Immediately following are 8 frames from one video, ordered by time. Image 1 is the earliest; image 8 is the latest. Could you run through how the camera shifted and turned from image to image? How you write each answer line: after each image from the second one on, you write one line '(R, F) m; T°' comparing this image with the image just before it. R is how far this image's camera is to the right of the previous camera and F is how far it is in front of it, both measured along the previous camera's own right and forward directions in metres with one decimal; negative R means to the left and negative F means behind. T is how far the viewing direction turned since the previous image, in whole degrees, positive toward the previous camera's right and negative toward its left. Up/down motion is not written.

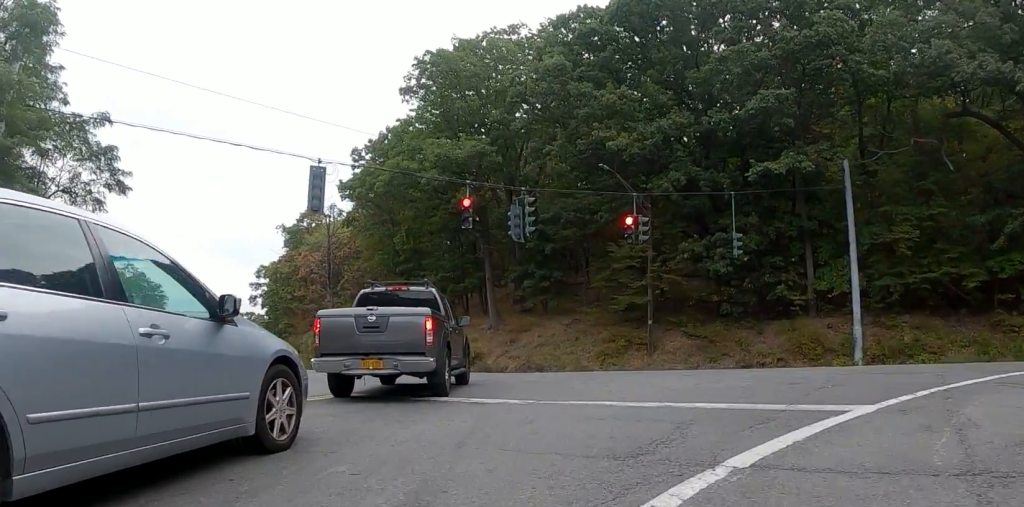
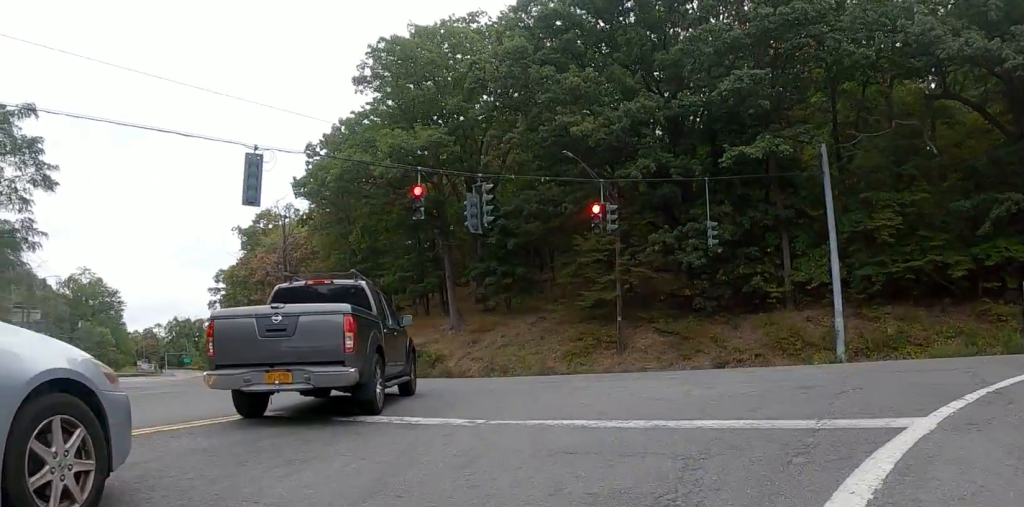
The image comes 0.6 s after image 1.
(+0.1, +1.7) m; +3°
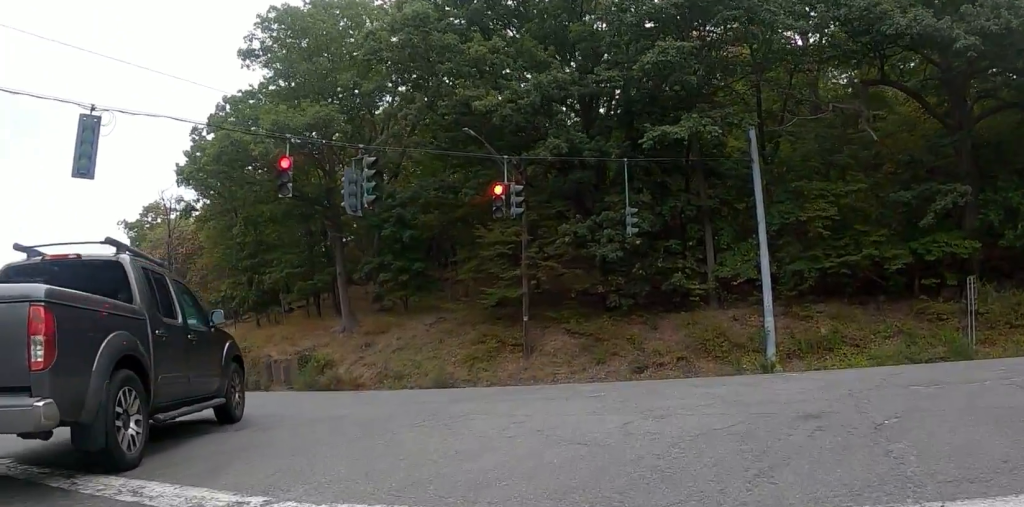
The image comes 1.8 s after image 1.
(+0.1, +3.1) m; +1°
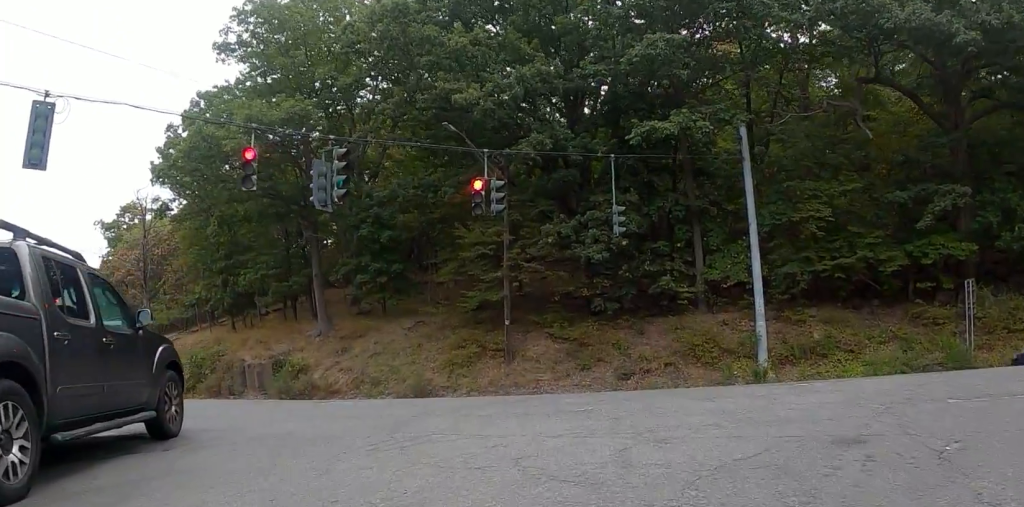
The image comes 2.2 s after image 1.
(0.0, +1.2) m; 0°
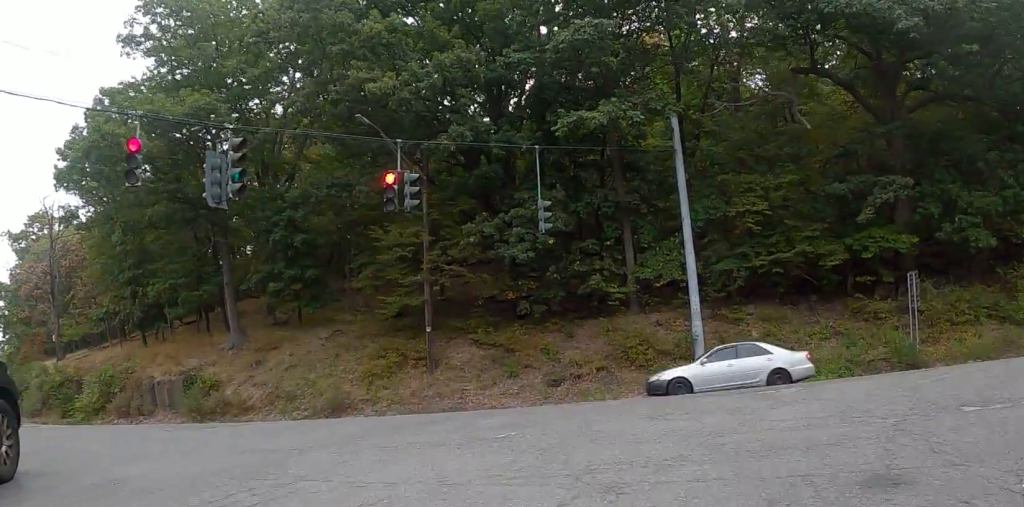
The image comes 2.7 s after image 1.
(0.0, +1.4) m; 0°
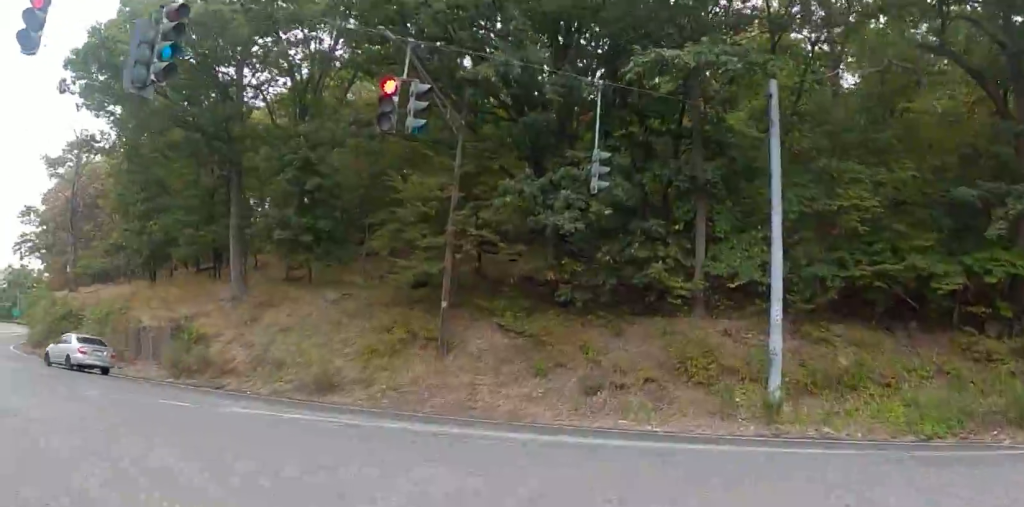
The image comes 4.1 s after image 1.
(0.0, +4.1) m; -3°
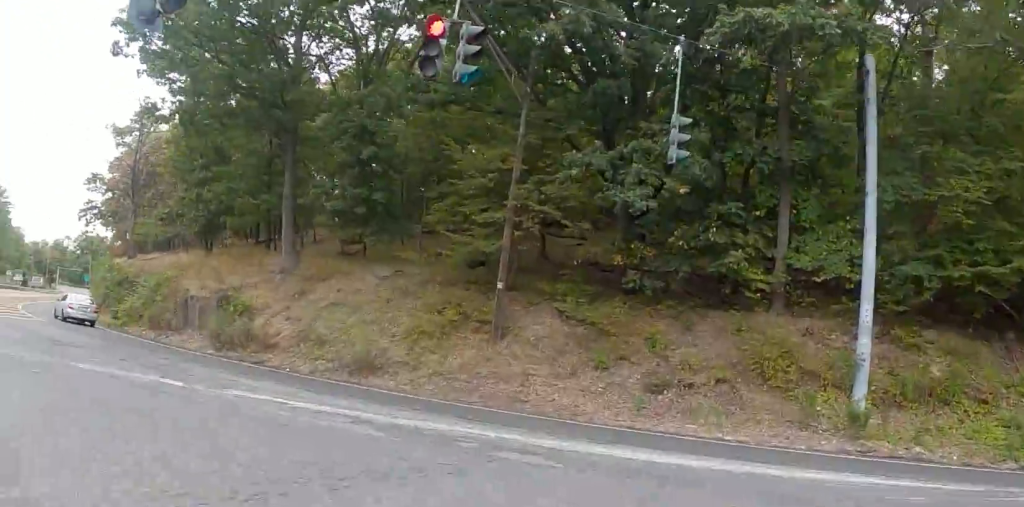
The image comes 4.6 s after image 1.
(0.0, +1.5) m; -2°
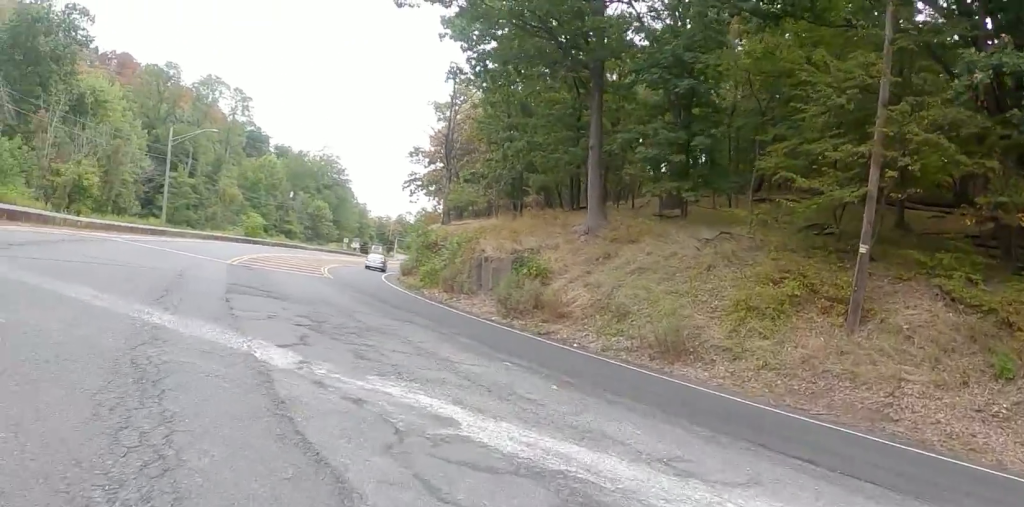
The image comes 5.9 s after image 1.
(-0.3, +4.4) m; -7°
